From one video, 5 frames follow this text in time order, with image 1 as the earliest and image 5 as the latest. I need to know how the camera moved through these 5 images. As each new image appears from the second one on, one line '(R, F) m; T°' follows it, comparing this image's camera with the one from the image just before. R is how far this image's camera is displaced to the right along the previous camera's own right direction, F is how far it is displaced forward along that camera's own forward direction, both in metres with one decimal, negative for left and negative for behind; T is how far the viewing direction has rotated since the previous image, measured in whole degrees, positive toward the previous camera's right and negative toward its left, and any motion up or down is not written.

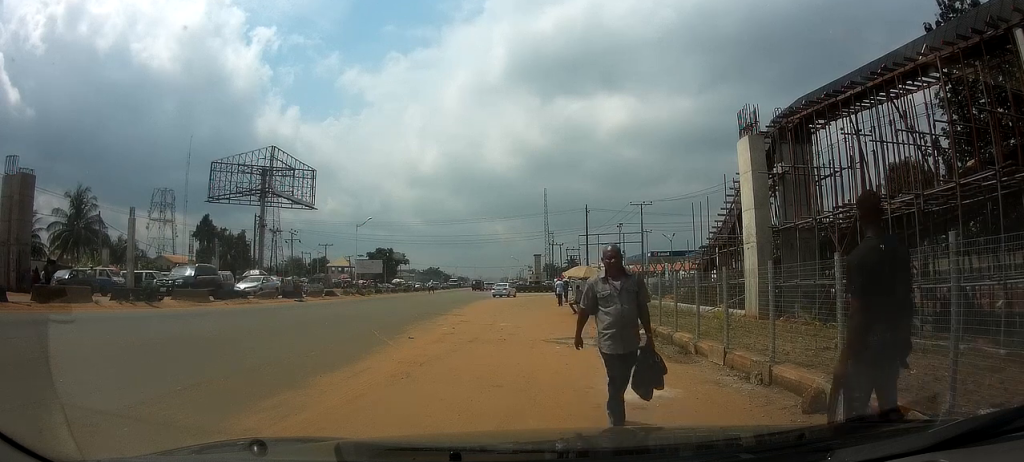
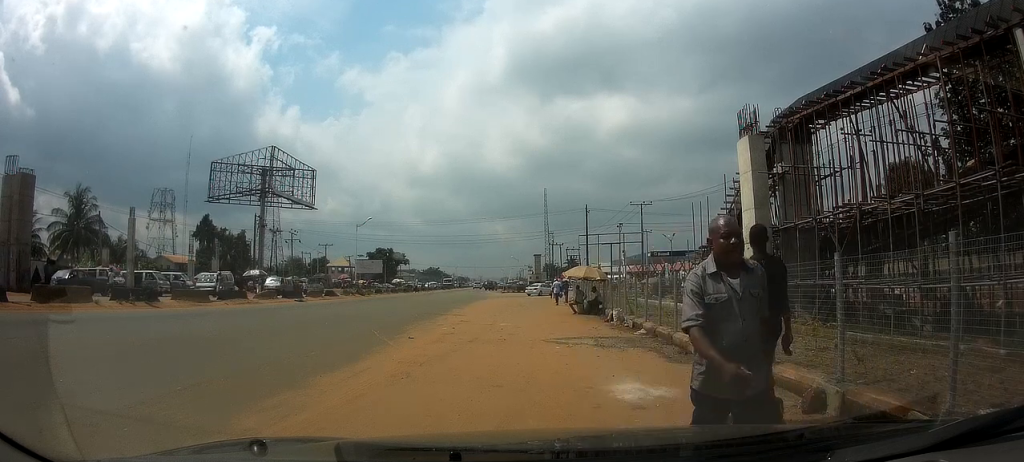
(0.0, 0.0) m; 0°
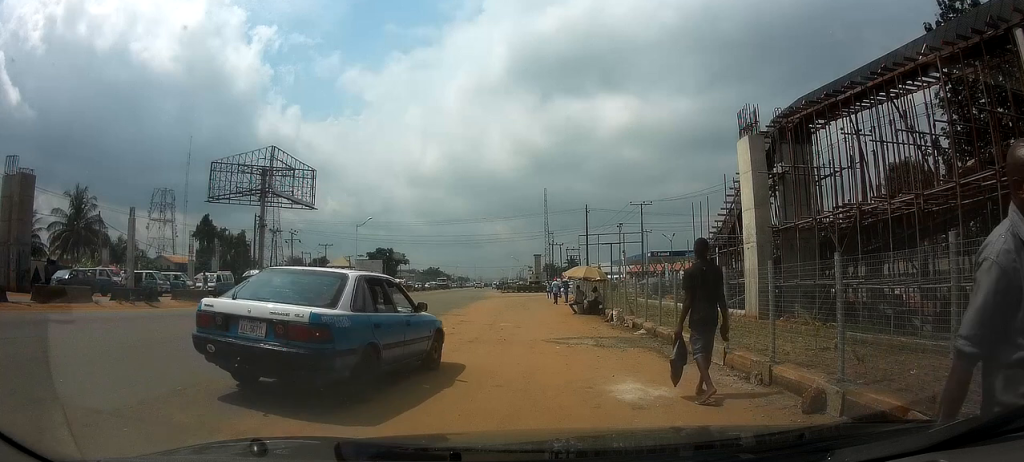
(0.0, 0.0) m; 0°
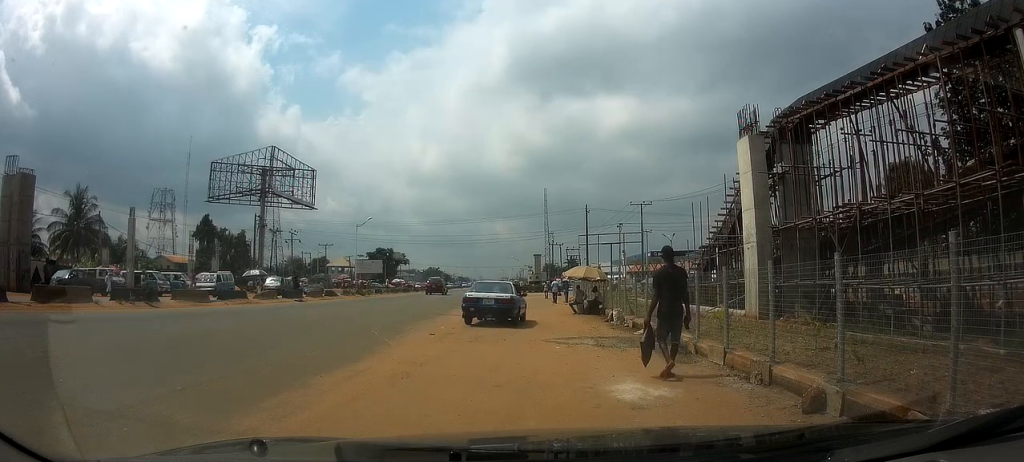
(0.0, 0.0) m; 0°
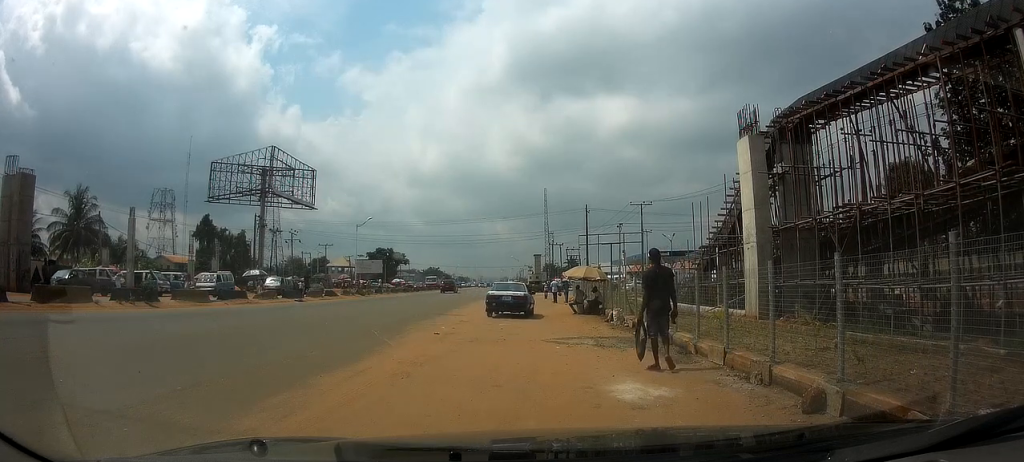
(0.0, 0.0) m; 0°
